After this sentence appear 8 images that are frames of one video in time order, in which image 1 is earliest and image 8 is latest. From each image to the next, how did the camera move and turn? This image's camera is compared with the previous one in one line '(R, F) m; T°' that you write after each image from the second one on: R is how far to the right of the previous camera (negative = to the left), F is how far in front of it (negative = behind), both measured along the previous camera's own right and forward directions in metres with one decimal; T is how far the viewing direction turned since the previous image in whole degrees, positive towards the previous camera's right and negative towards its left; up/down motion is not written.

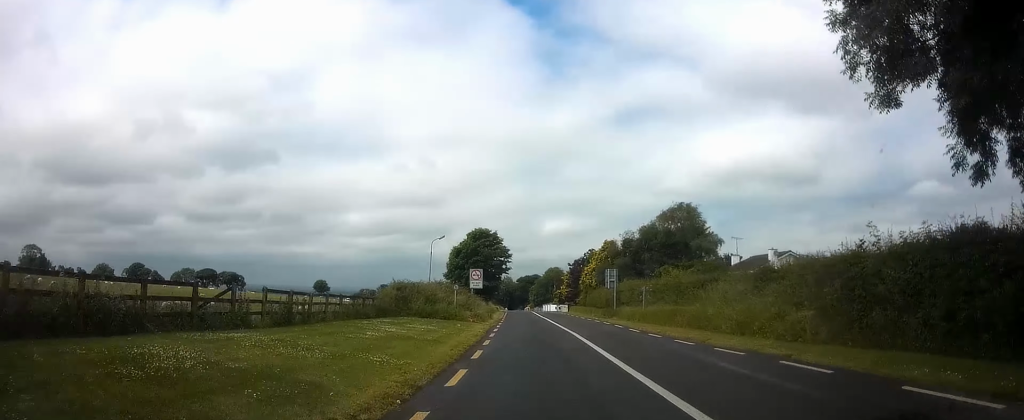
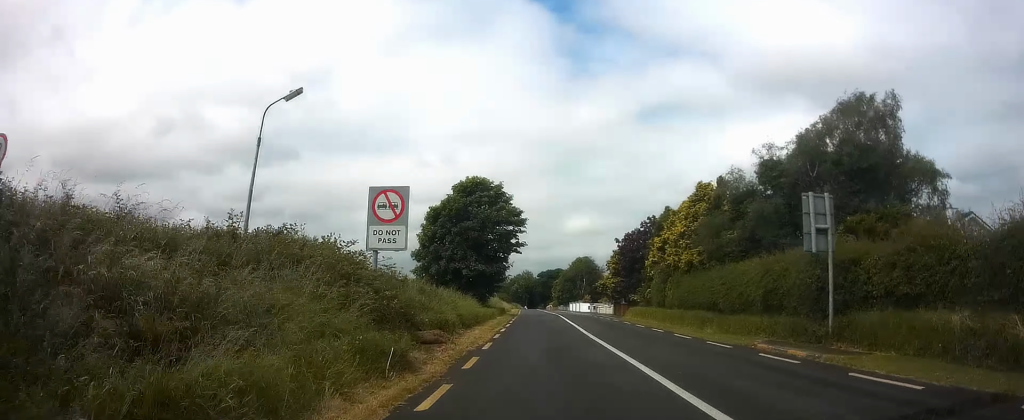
(-1.0, +29.7) m; -4°
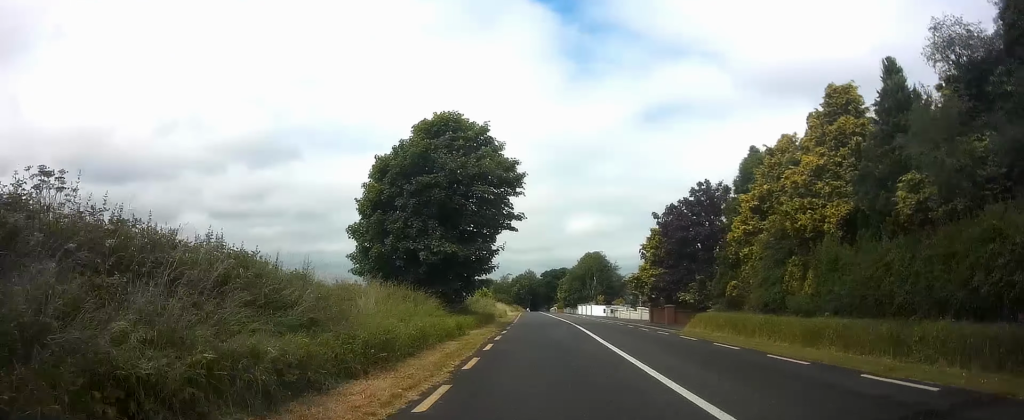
(-0.3, +15.9) m; -1°
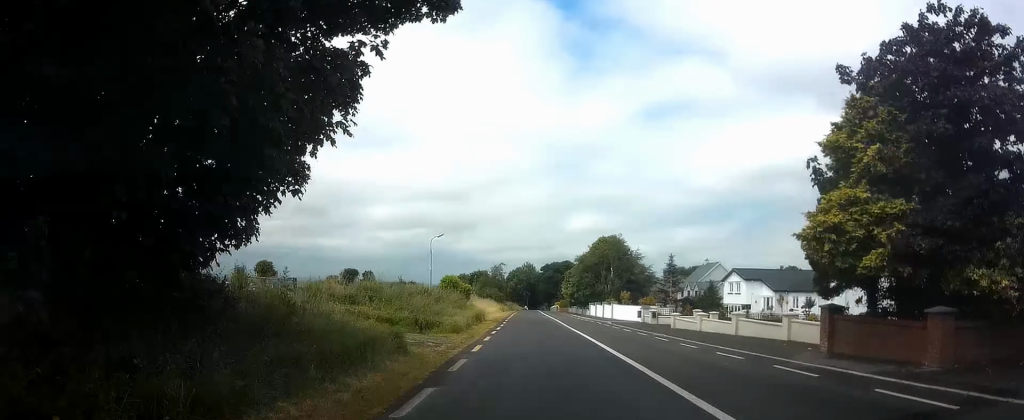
(+0.3, +24.1) m; +1°
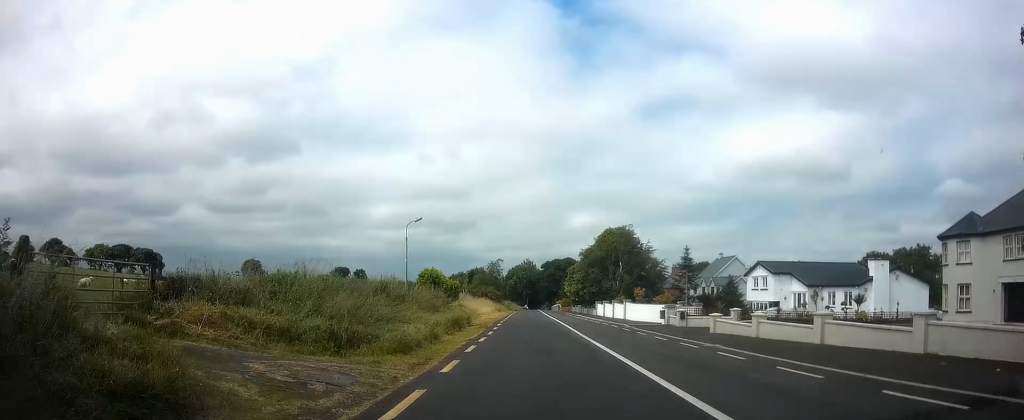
(0.0, +8.1) m; 0°
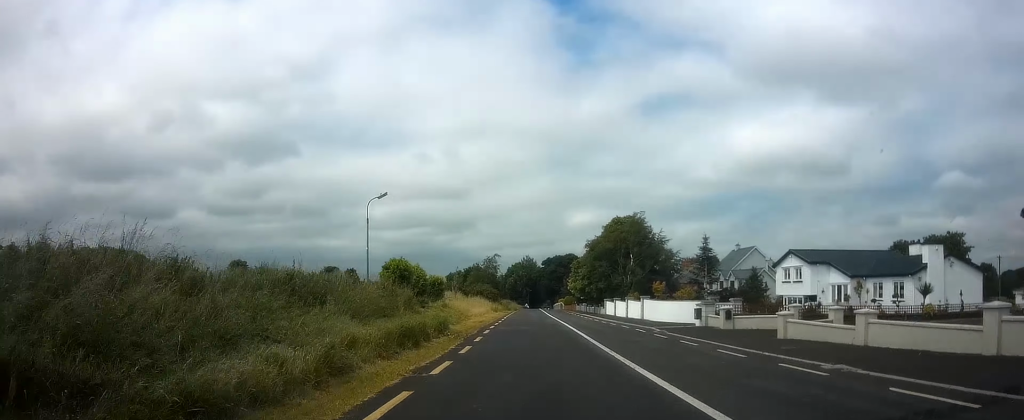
(0.0, +8.1) m; 0°
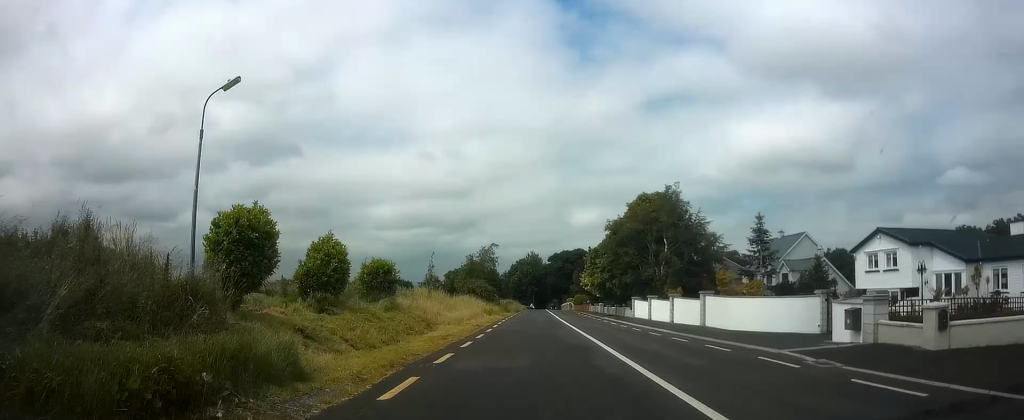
(-0.1, +14.7) m; -1°
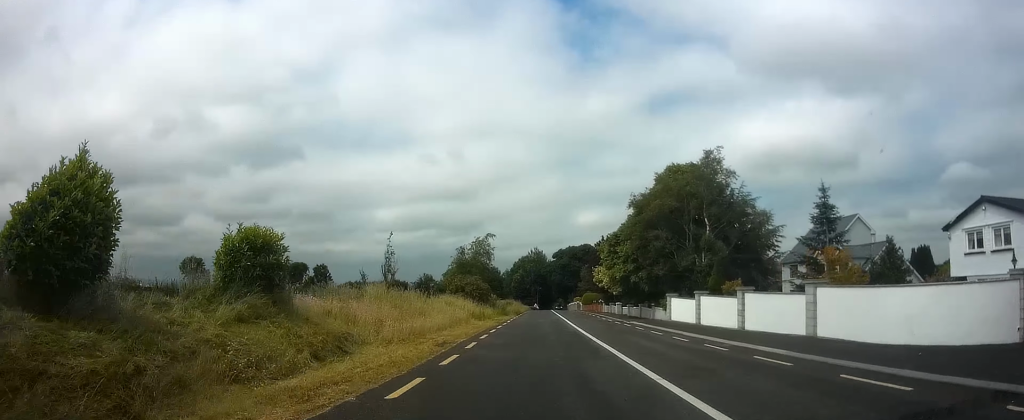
(0.0, +11.6) m; 0°
